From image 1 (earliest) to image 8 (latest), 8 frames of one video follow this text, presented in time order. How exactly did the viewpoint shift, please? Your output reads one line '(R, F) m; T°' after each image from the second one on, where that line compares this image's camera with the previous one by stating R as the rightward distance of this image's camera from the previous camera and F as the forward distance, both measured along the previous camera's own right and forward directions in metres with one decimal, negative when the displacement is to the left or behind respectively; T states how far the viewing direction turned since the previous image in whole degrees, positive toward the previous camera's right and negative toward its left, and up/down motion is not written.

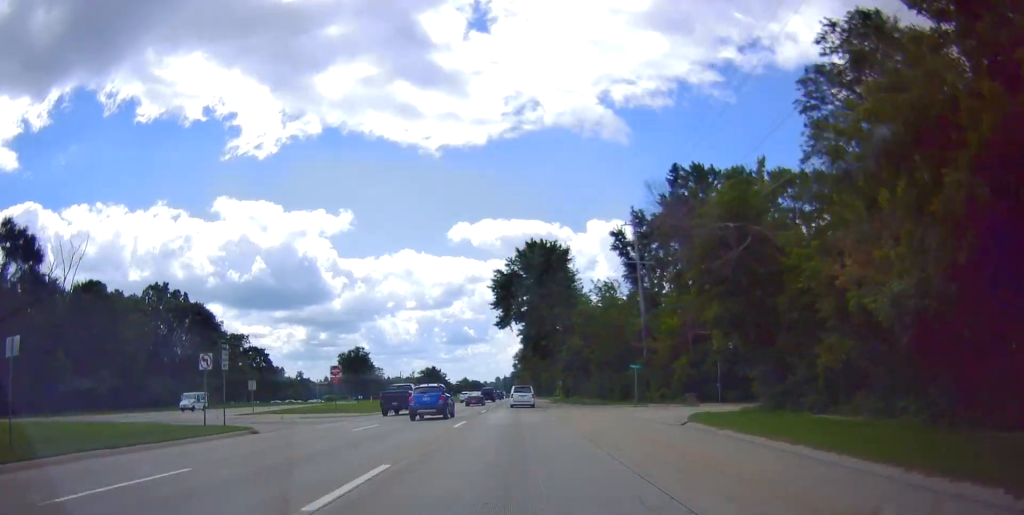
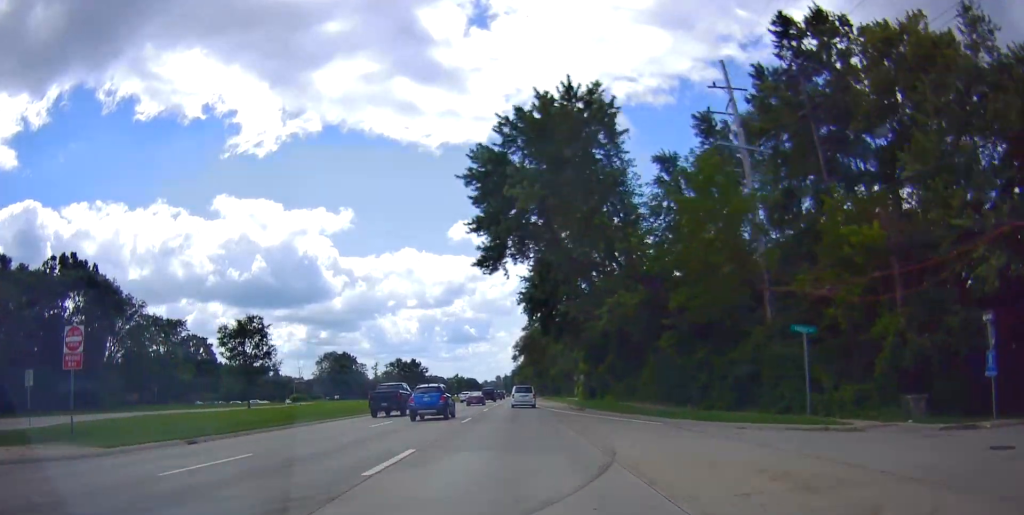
(-0.4, +27.6) m; -1°
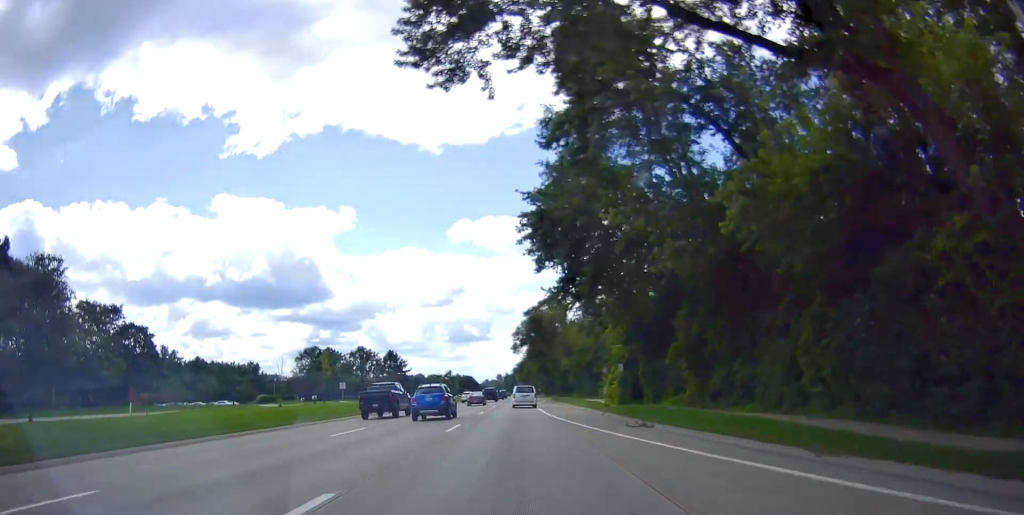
(+0.2, +20.9) m; 0°
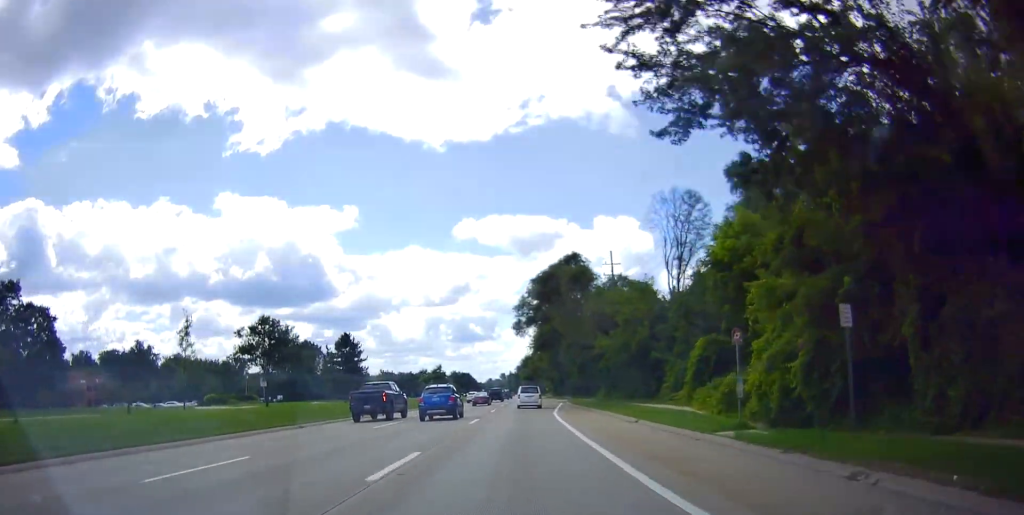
(-0.2, +25.7) m; 0°
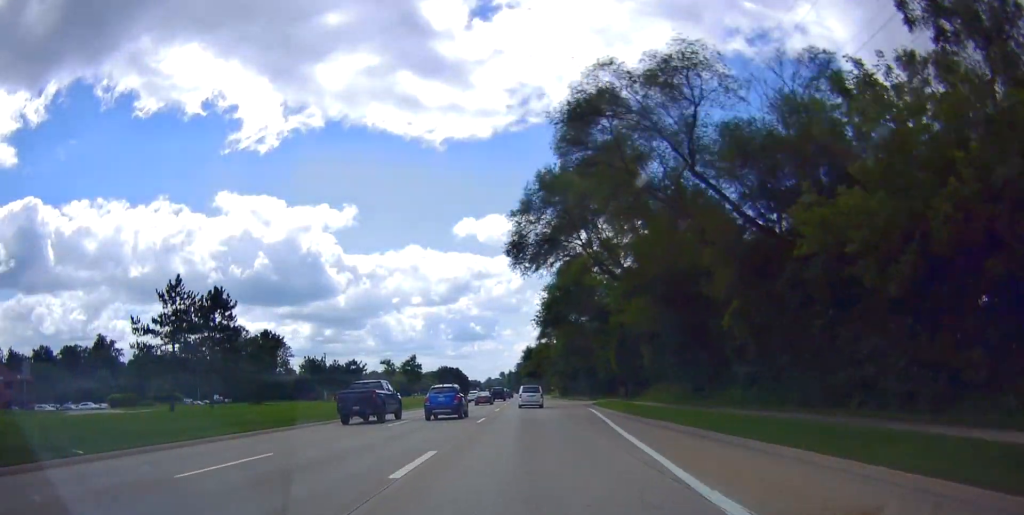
(+0.3, +29.7) m; +1°
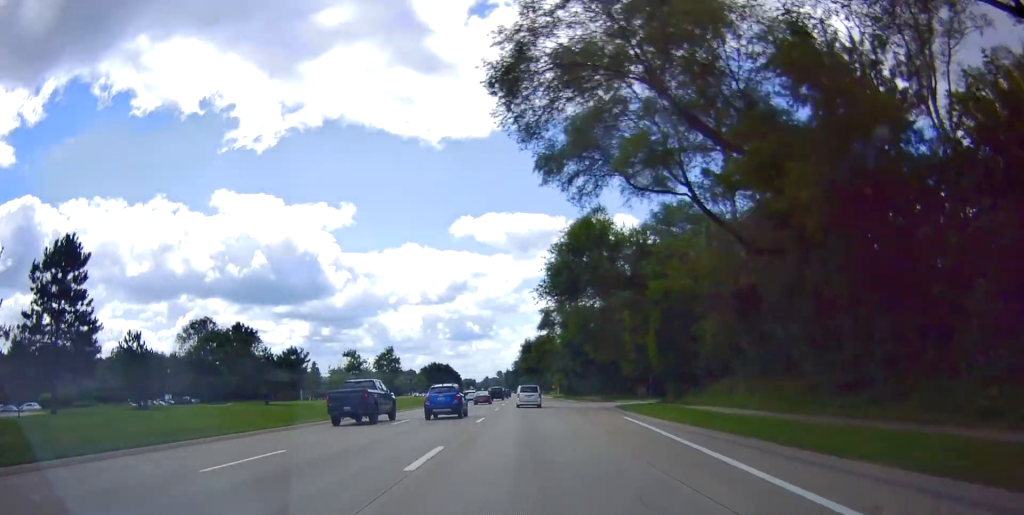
(0.0, +14.8) m; -1°
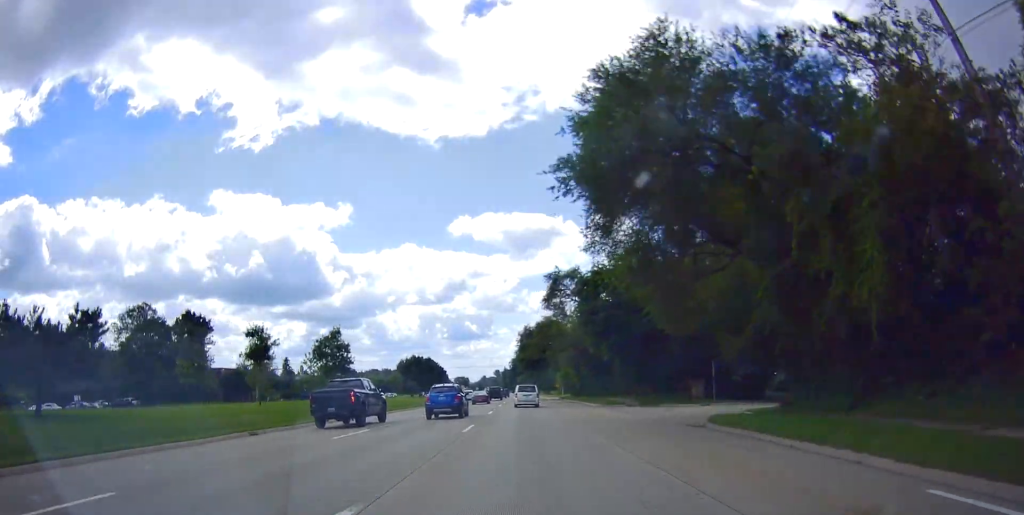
(-0.2, +21.9) m; 0°
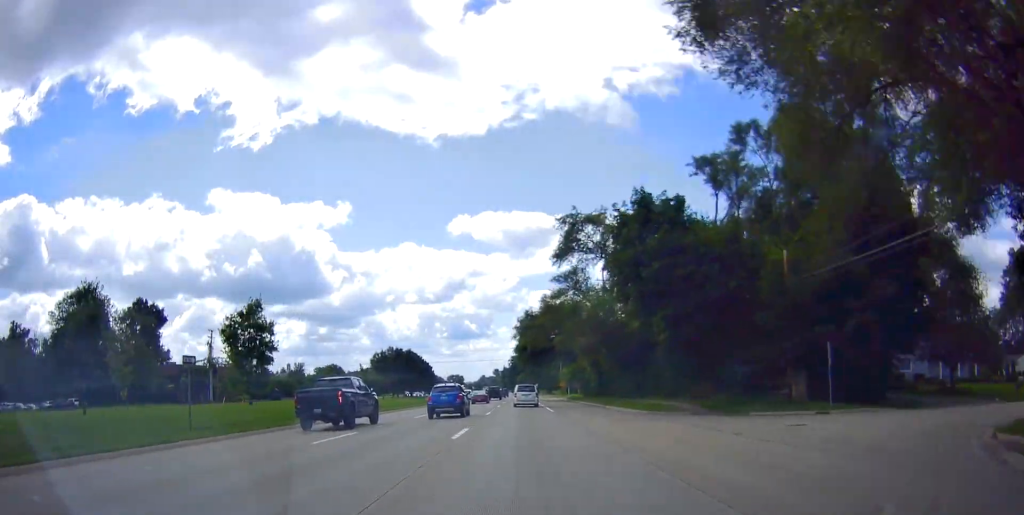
(0.0, +17.2) m; 0°
